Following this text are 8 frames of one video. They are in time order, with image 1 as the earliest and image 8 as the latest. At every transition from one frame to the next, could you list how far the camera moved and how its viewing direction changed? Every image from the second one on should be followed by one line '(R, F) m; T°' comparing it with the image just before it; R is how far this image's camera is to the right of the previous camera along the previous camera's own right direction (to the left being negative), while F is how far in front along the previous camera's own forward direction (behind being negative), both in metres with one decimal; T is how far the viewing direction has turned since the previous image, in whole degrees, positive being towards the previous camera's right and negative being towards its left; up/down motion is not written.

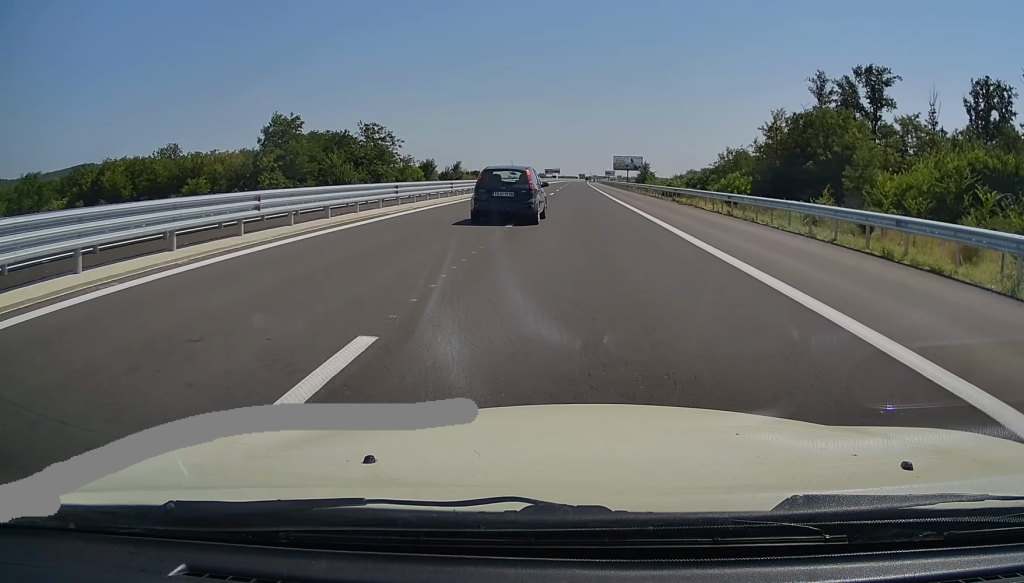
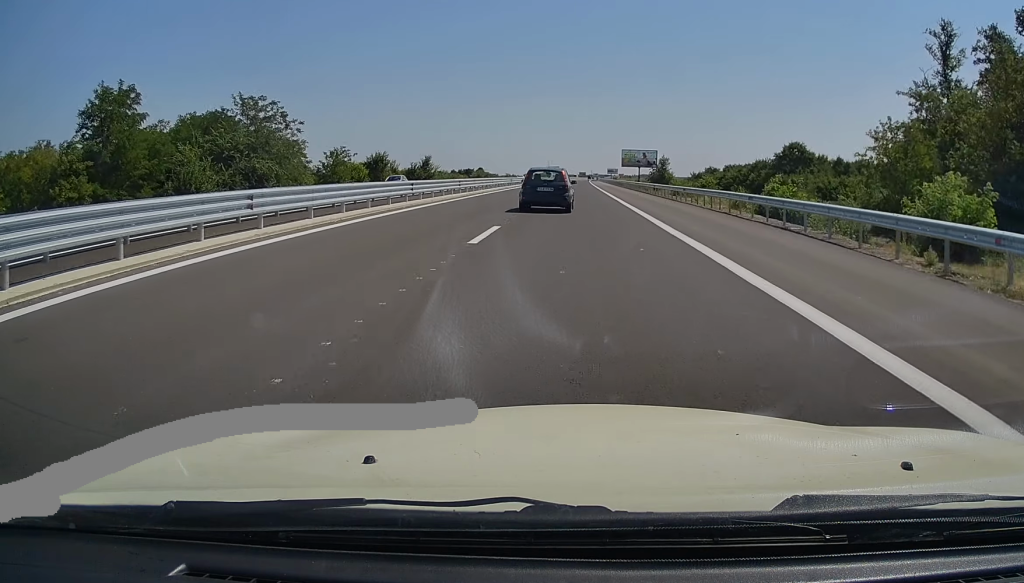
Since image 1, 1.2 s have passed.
(+0.3, +36.0) m; 0°
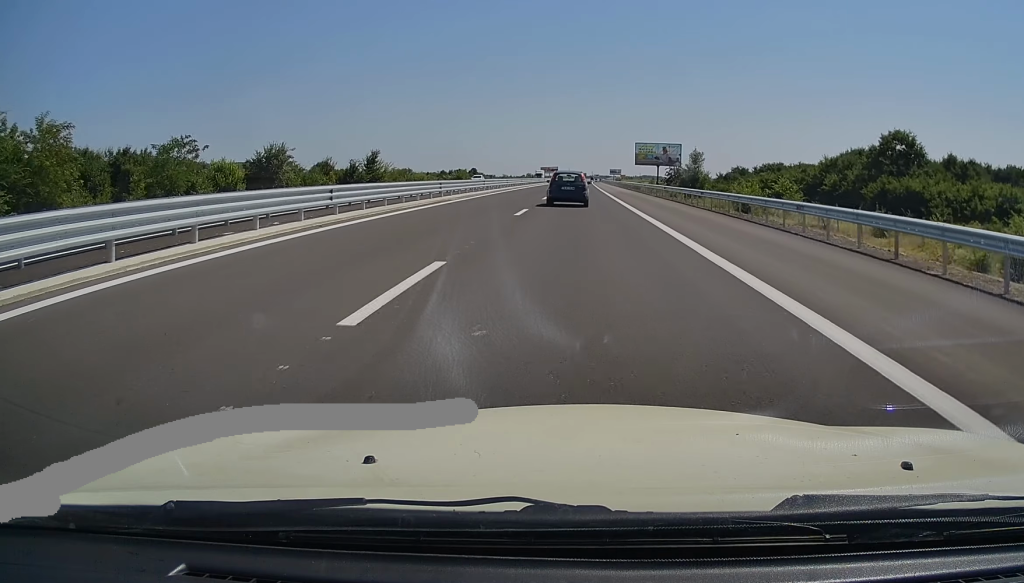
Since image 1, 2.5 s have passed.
(-0.3, +38.0) m; -1°
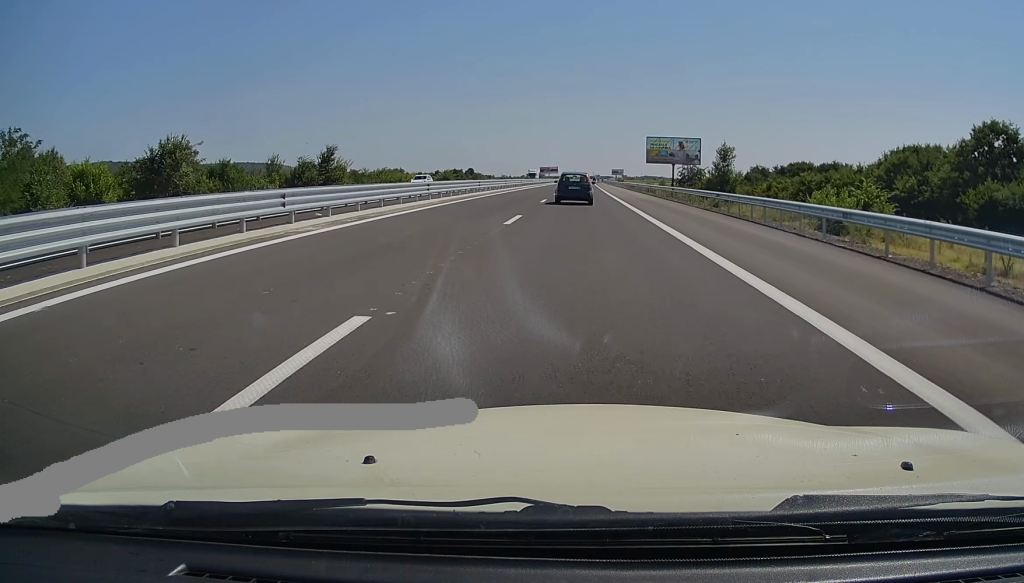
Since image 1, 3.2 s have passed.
(0.0, +19.4) m; 0°
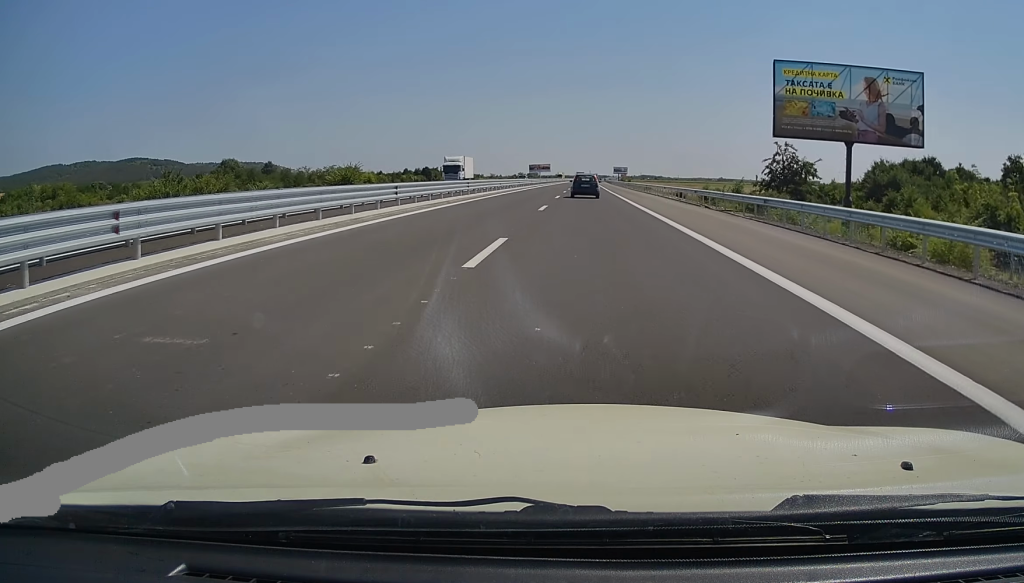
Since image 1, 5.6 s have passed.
(+0.9, +70.7) m; +1°
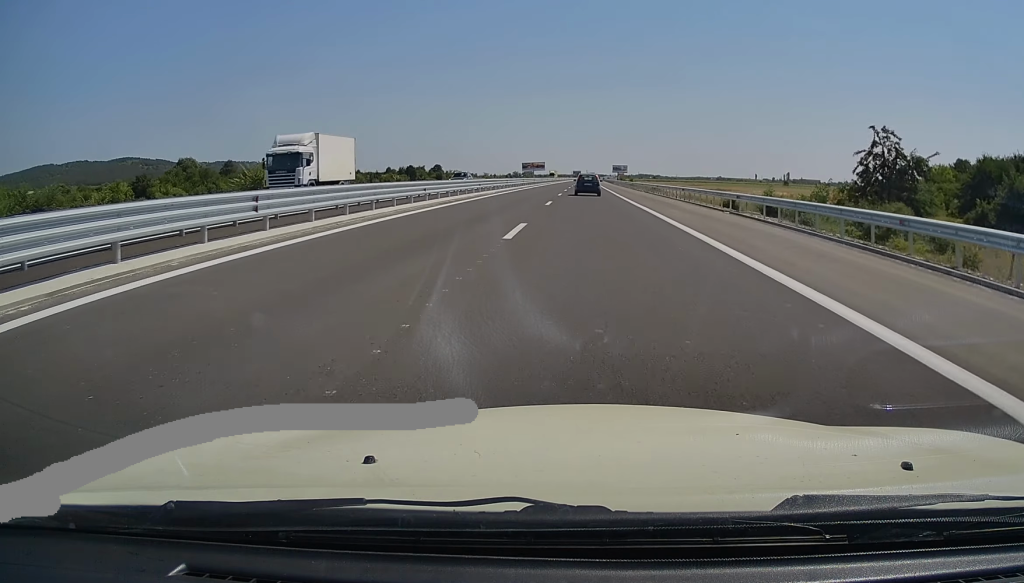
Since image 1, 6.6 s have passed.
(-0.4, +27.1) m; 0°
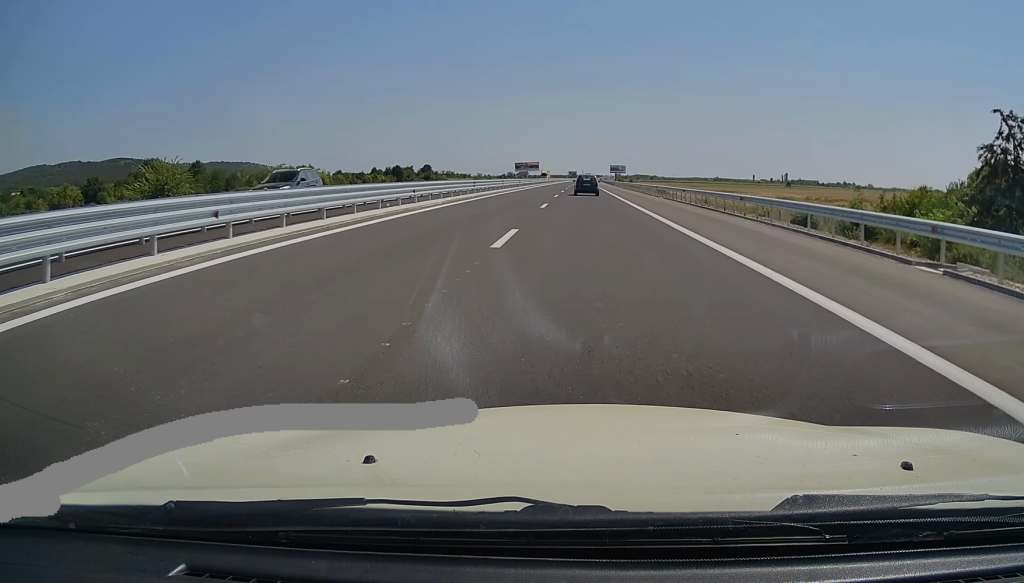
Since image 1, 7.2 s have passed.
(+0.2, +17.4) m; +1°
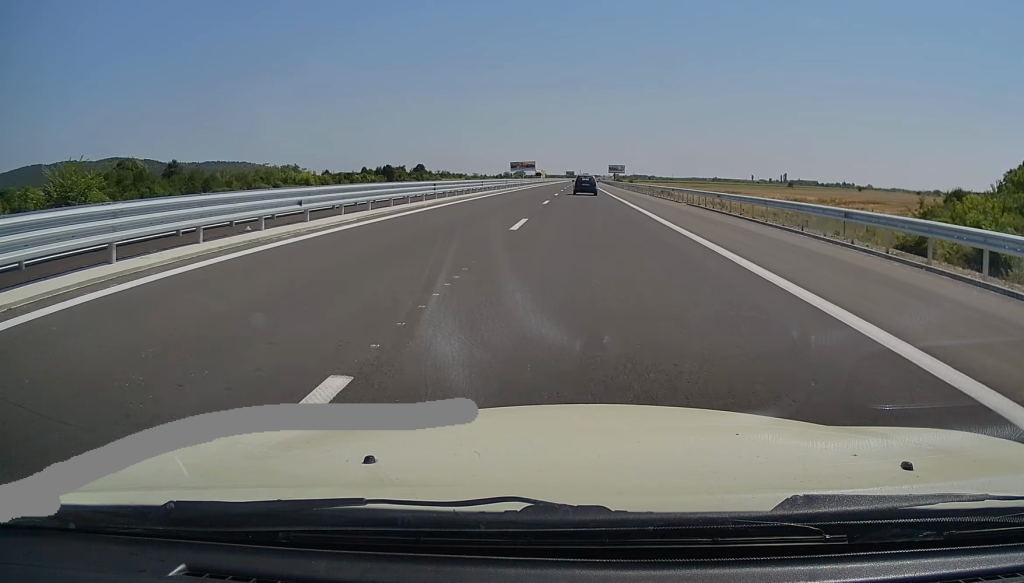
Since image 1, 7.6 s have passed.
(0.0, +11.6) m; 0°
